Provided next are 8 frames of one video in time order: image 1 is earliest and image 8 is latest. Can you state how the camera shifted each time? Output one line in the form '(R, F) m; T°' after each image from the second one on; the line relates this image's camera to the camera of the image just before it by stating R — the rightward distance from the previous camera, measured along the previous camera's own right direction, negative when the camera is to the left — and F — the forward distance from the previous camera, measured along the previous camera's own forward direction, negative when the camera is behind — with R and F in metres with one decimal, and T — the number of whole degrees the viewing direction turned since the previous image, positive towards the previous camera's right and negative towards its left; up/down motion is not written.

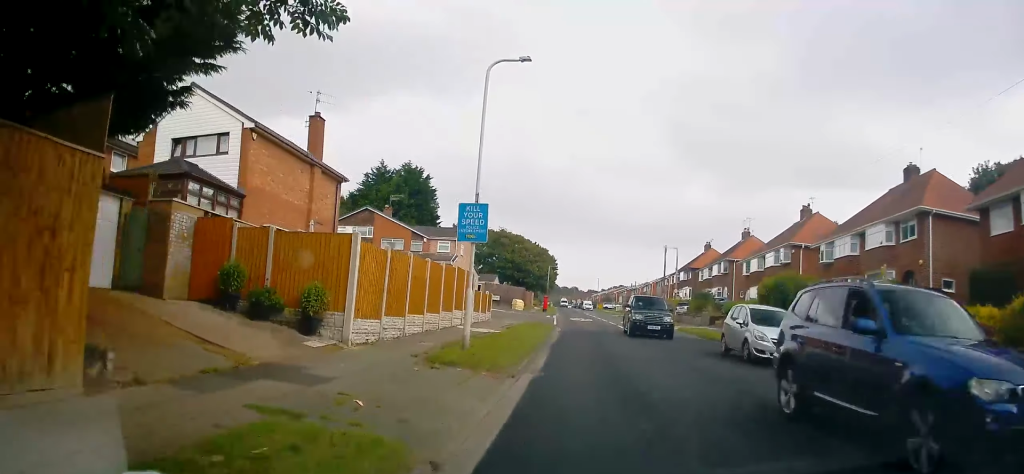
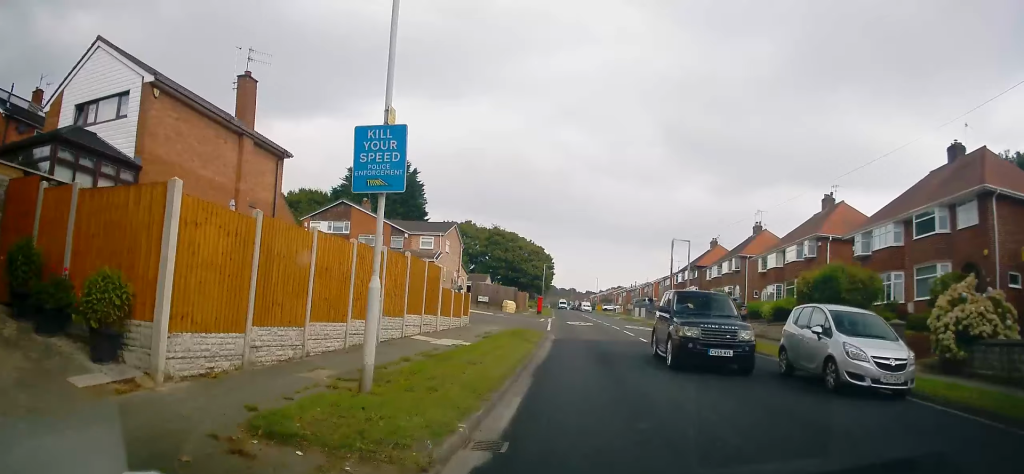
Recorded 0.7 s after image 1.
(0.0, +5.7) m; +1°
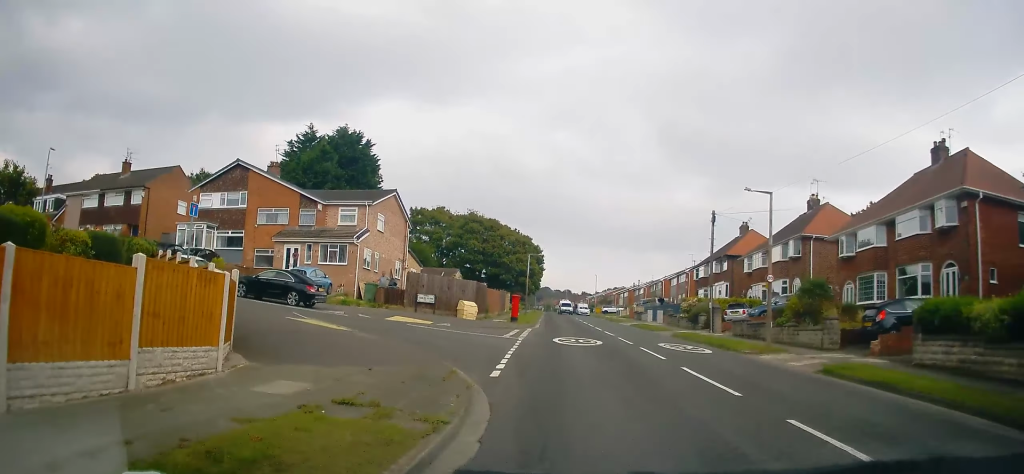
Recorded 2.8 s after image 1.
(+0.2, +17.5) m; +2°
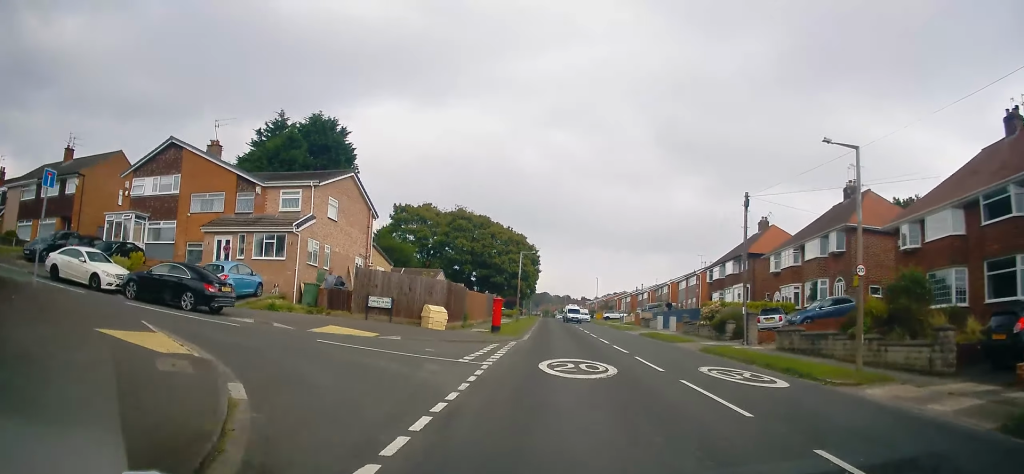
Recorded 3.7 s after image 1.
(+0.3, +7.3) m; +1°
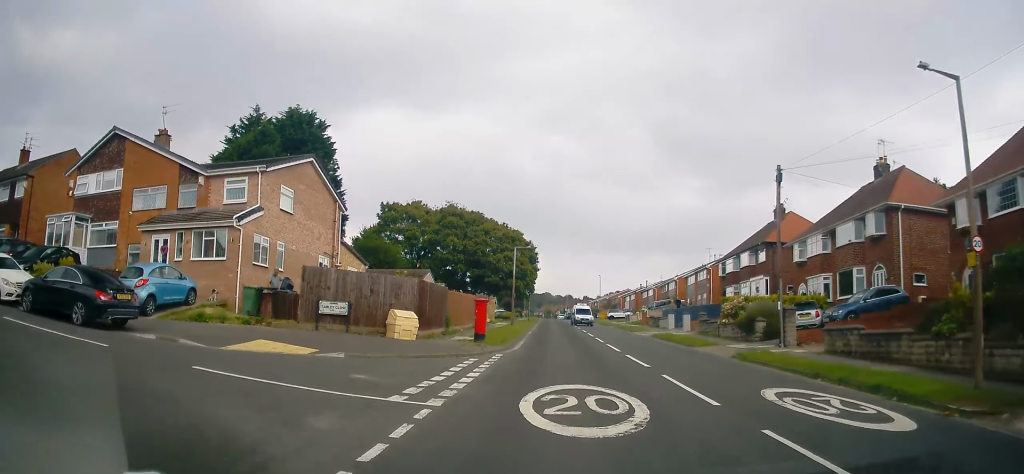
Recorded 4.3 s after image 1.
(-0.2, +5.0) m; -1°
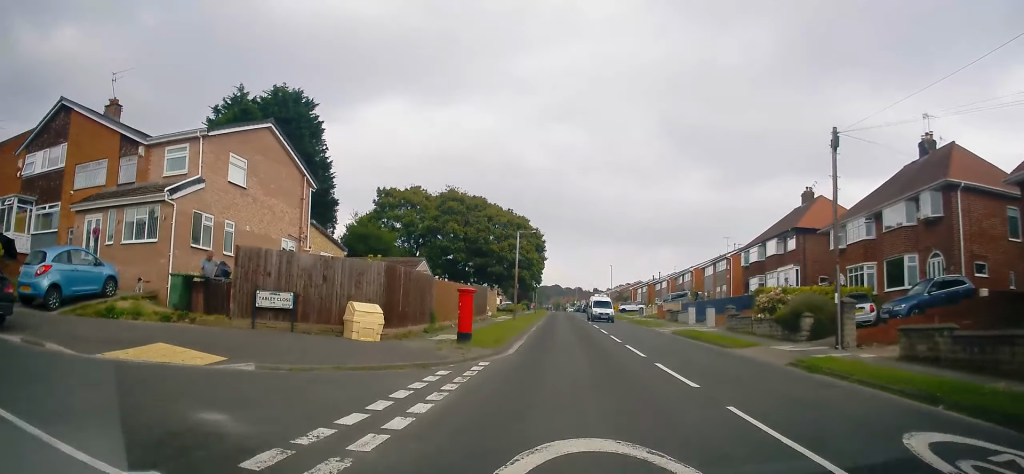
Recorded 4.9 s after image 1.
(0.0, +4.7) m; -1°
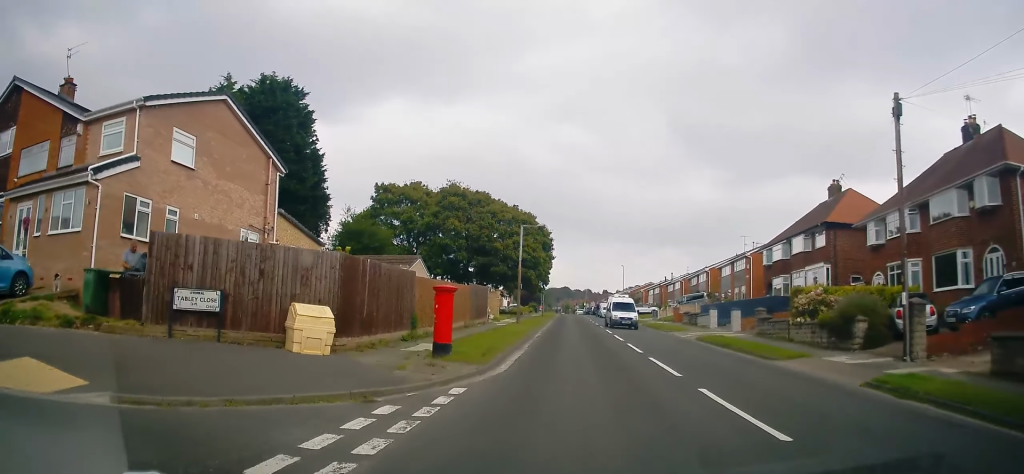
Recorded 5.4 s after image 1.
(0.0, +3.9) m; -1°
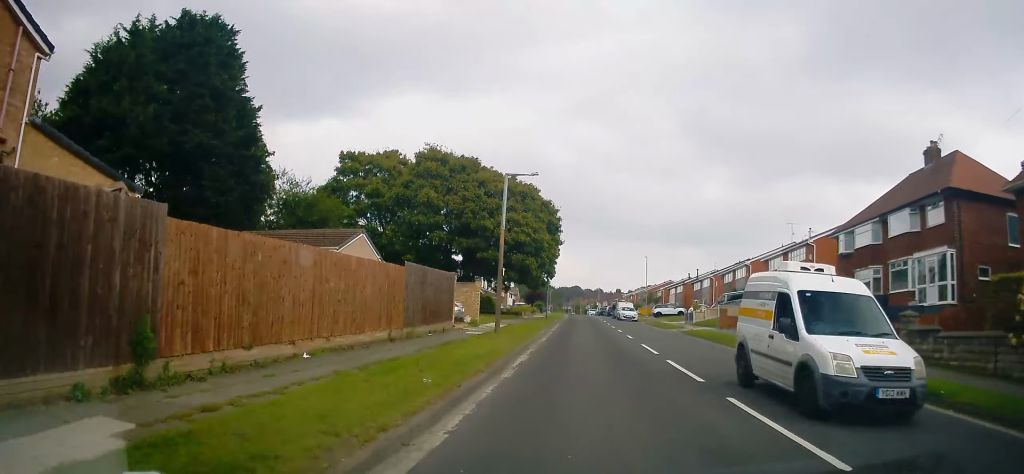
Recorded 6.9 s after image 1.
(-0.1, +13.0) m; -1°
